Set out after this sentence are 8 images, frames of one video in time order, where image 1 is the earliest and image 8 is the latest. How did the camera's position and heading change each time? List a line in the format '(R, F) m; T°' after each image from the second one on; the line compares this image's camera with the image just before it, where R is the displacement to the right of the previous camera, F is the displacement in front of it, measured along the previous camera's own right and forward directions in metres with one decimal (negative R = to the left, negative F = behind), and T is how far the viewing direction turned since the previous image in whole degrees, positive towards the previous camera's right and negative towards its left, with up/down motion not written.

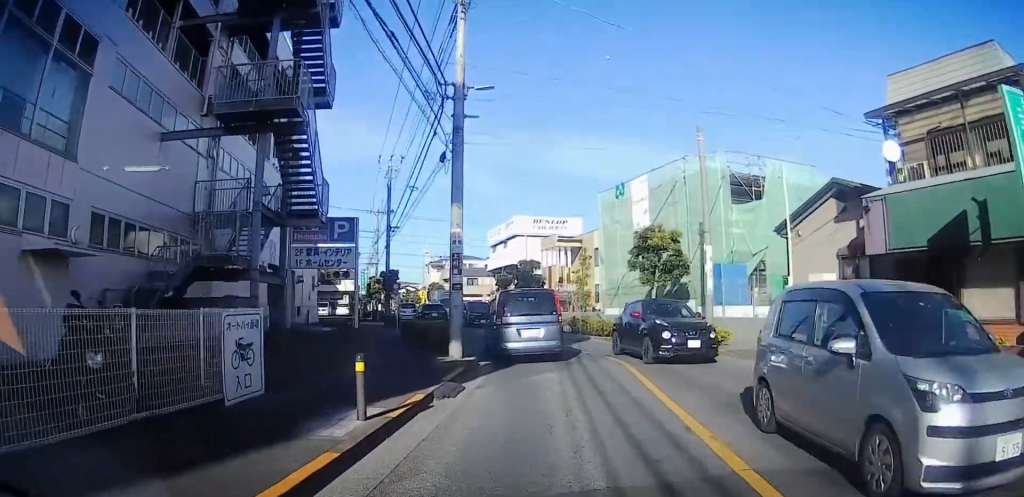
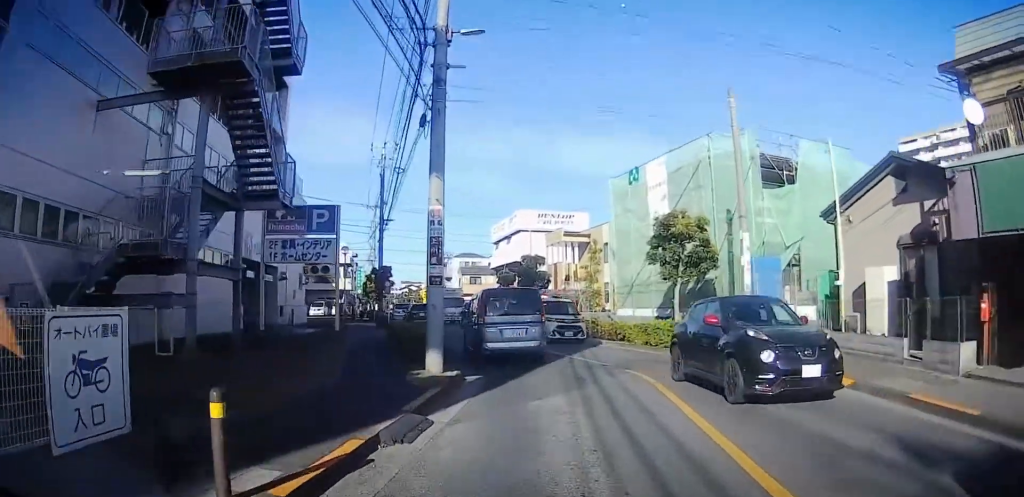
(0.0, +3.4) m; +1°
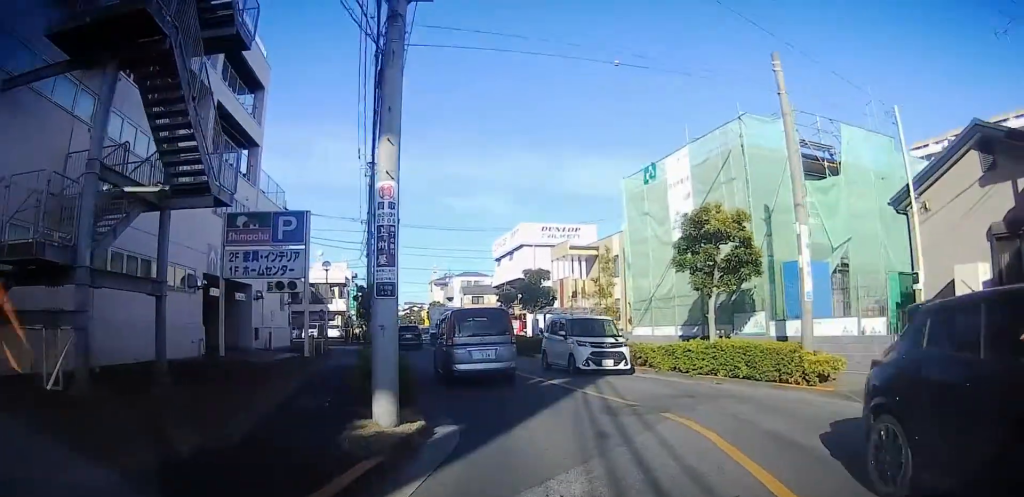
(+0.2, +4.3) m; -2°
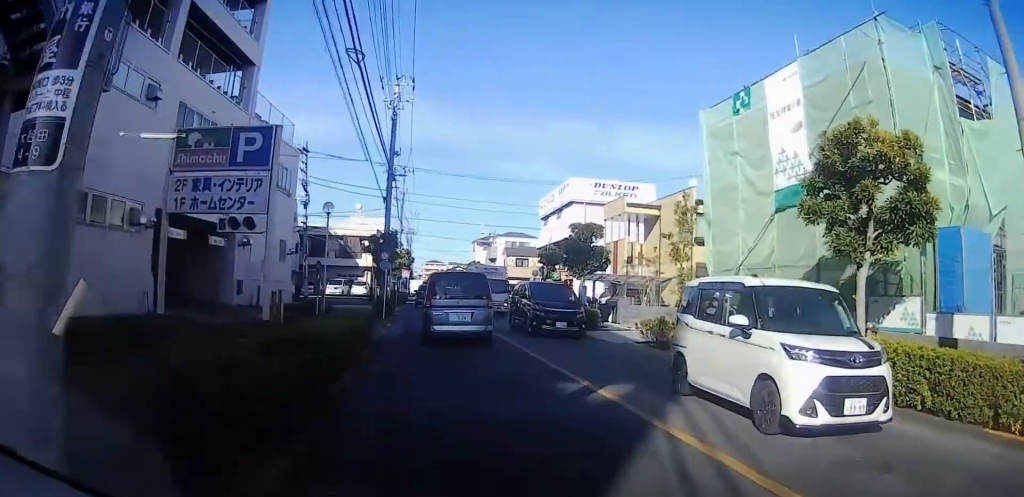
(-0.3, +7.0) m; -5°
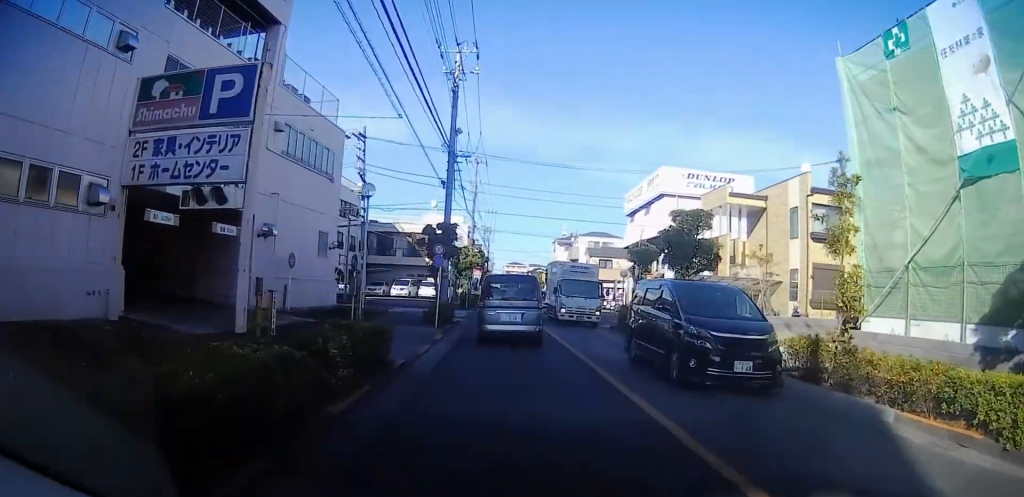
(-0.4, +6.0) m; -4°
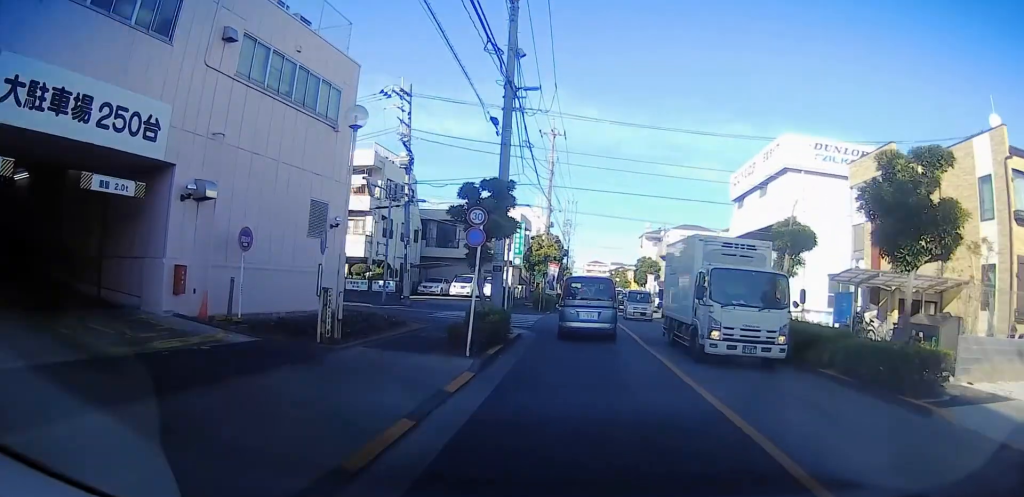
(-0.1, +9.7) m; 0°
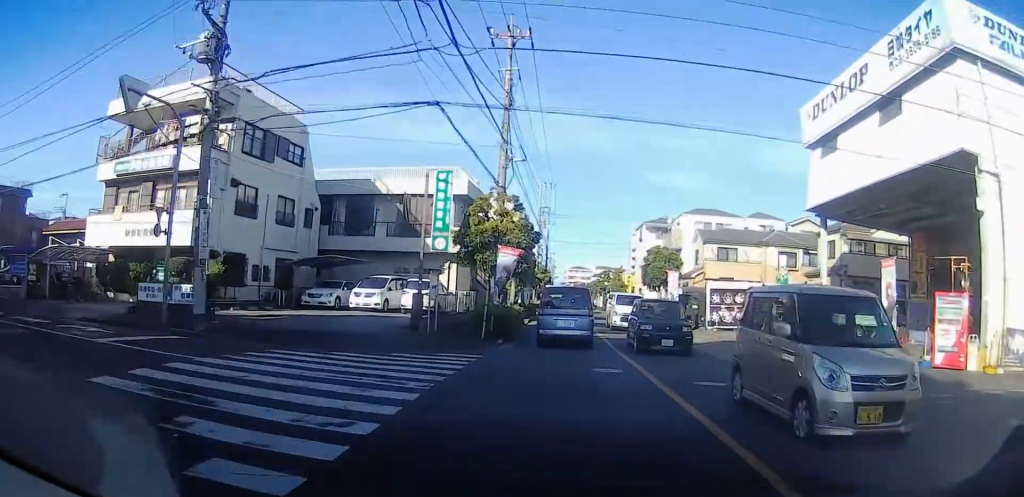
(0.0, +16.4) m; 0°
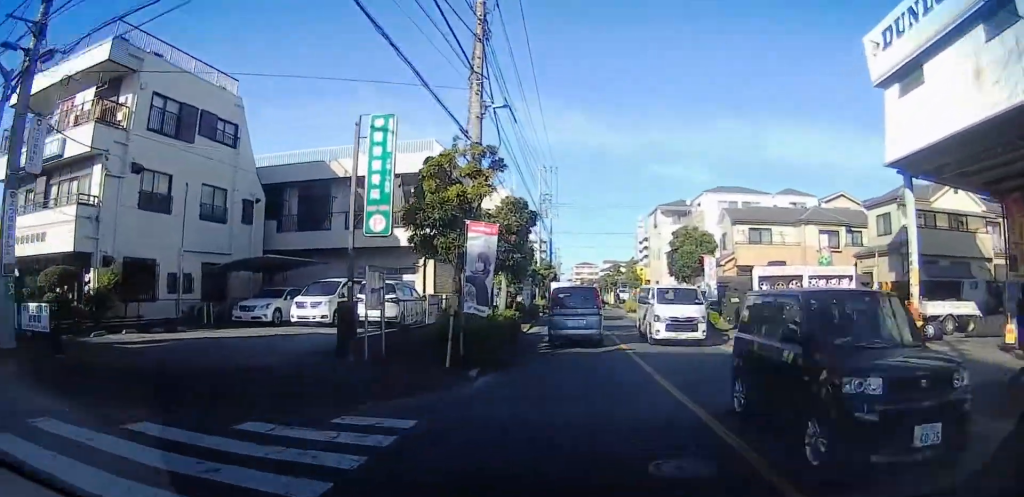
(0.0, +6.8) m; 0°
